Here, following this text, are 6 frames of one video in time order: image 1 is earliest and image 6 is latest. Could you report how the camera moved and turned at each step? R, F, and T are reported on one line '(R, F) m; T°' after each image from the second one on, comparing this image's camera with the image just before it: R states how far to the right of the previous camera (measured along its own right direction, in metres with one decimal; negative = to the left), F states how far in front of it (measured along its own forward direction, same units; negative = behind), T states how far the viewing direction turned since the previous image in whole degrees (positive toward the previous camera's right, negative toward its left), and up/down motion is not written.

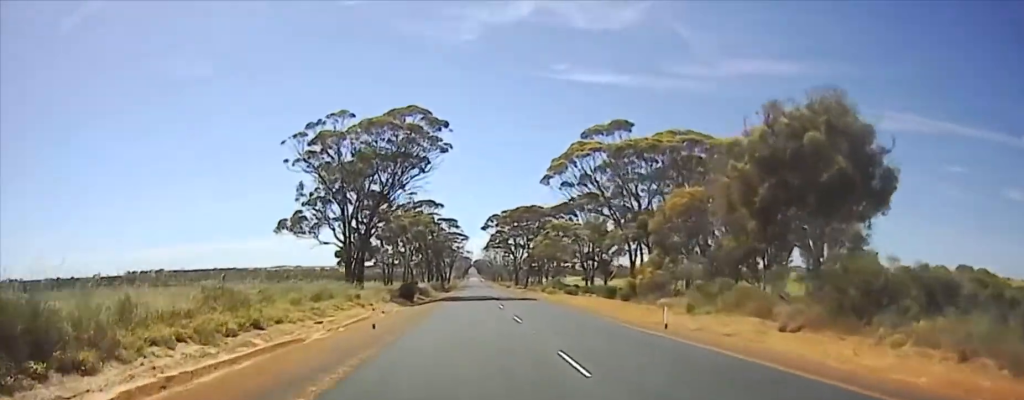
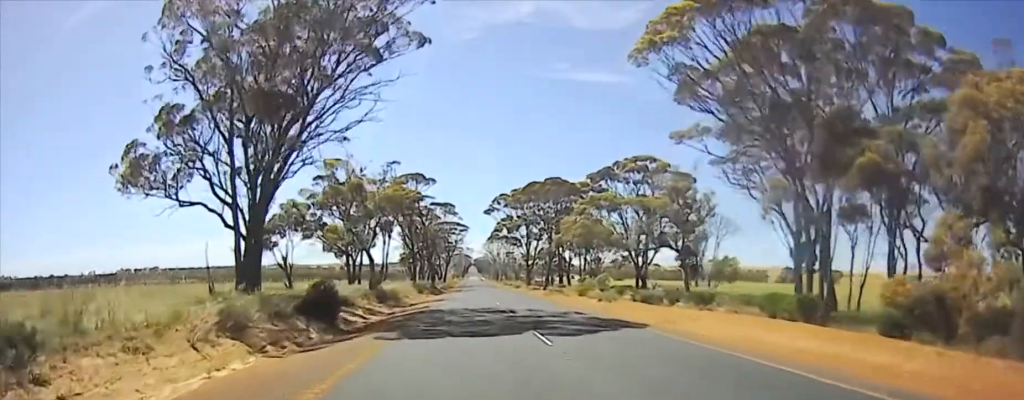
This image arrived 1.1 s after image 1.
(0.0, +33.4) m; 0°
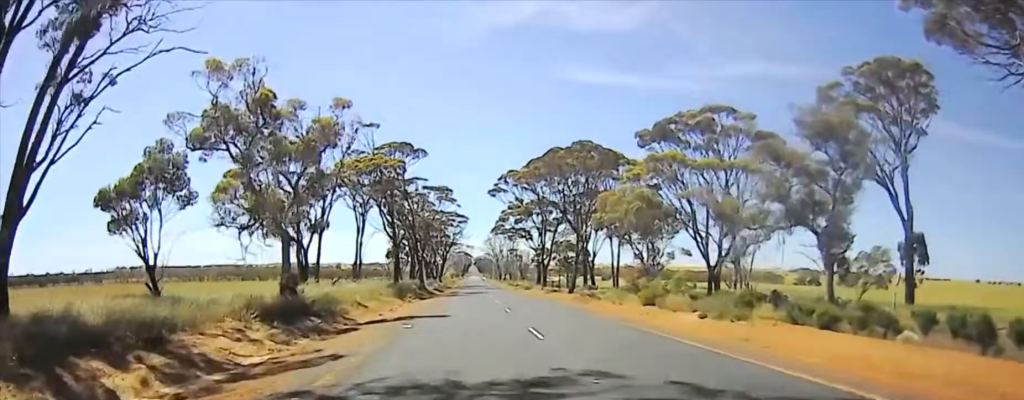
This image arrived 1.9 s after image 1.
(0.0, +24.3) m; 0°
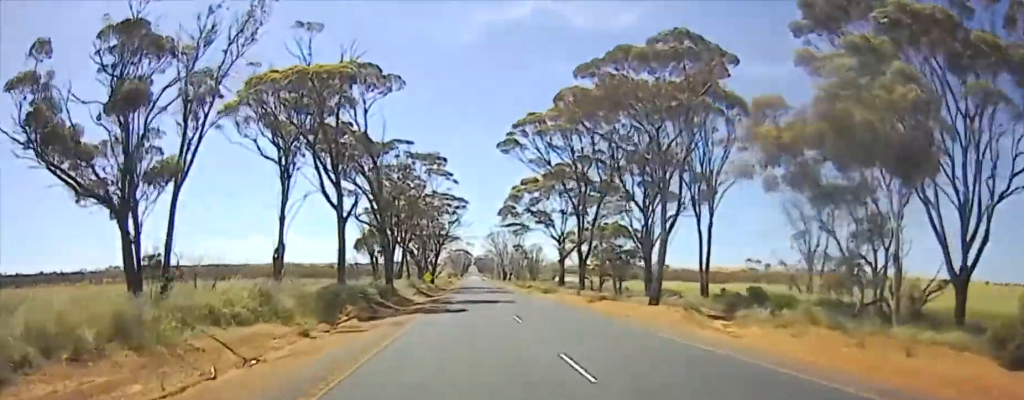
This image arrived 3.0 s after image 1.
(-0.2, +31.4) m; -1°
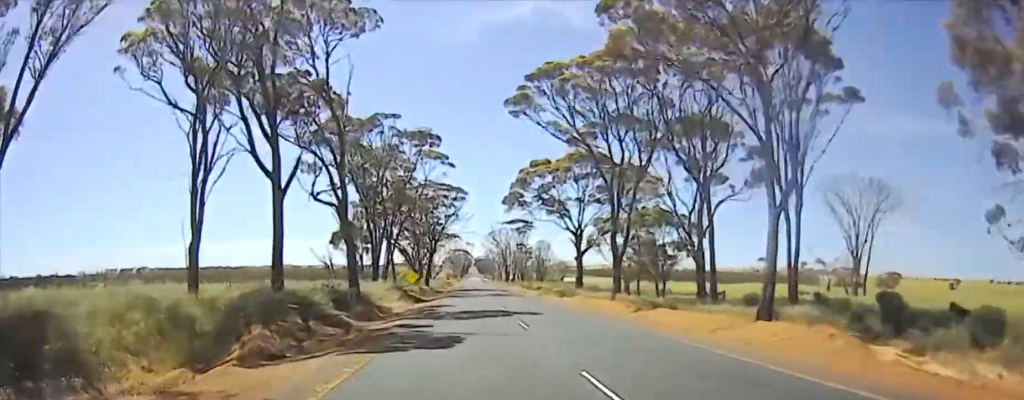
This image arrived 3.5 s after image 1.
(+0.1, +13.8) m; -1°
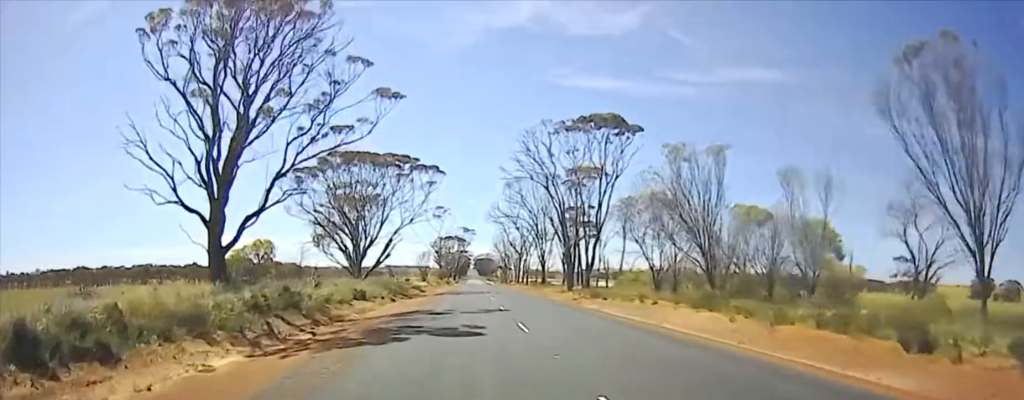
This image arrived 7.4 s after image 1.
(+2.7, +124.8) m; +2°
